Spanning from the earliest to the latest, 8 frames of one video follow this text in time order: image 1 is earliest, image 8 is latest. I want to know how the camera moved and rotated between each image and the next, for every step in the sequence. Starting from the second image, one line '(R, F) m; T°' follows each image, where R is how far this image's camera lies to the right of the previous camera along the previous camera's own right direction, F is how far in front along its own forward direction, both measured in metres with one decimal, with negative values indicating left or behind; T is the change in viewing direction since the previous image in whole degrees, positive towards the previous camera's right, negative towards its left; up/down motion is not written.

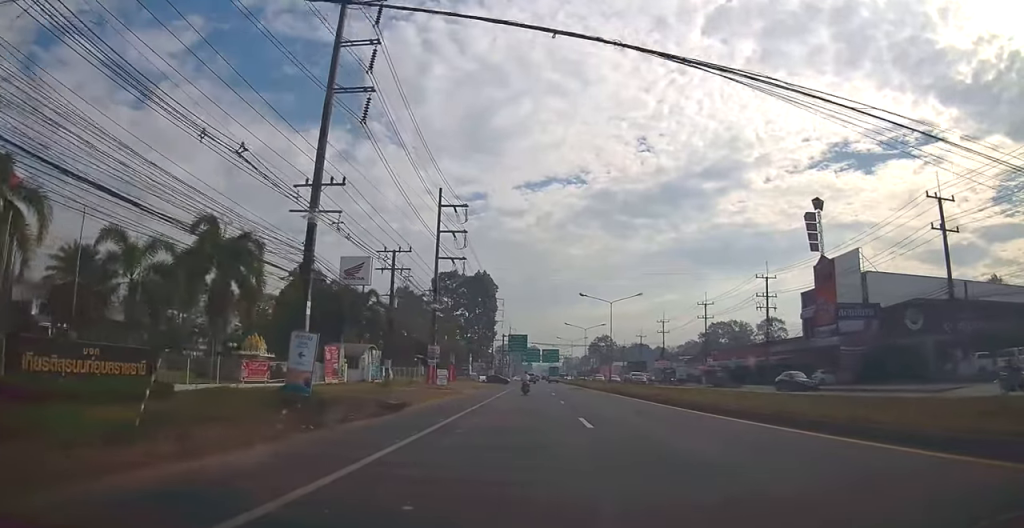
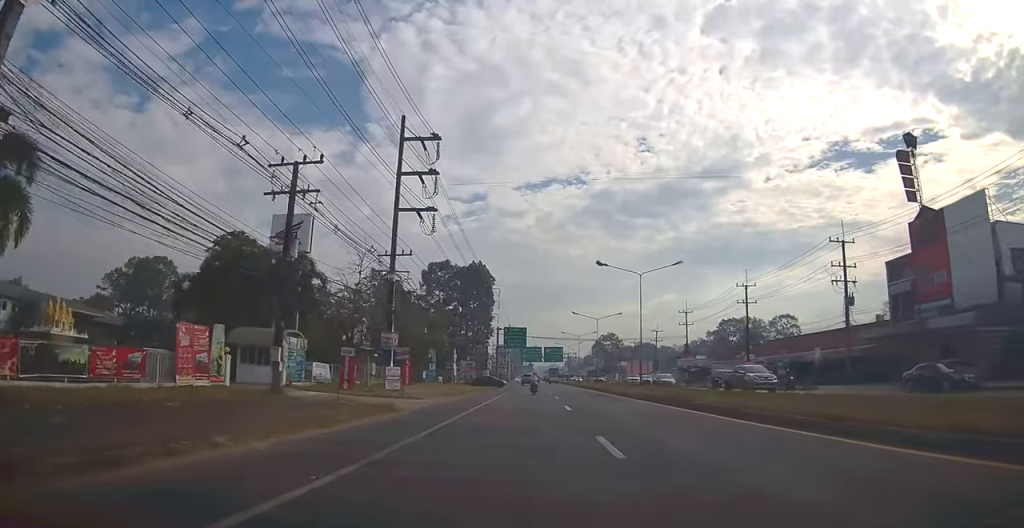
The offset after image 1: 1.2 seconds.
(0.0, +17.4) m; +1°
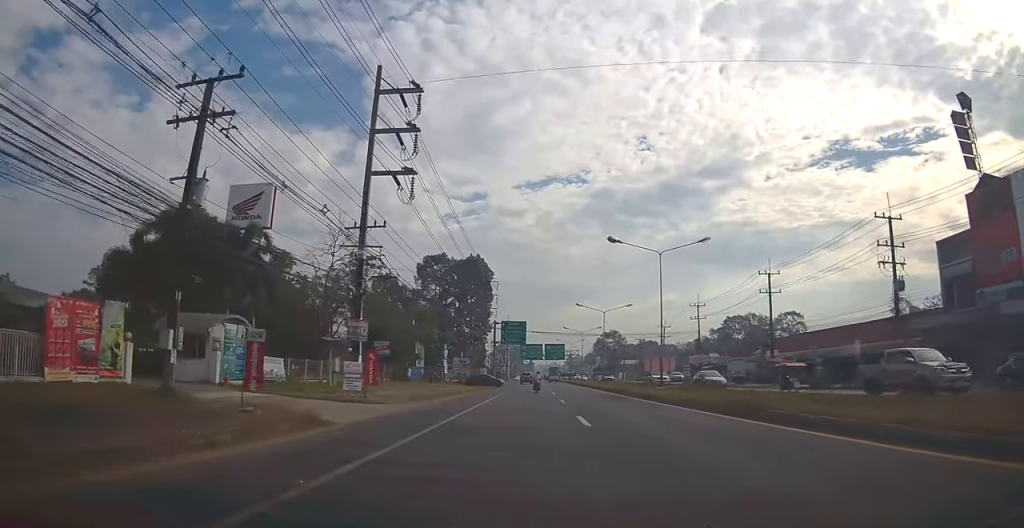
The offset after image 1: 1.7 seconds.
(+0.1, +7.3) m; 0°
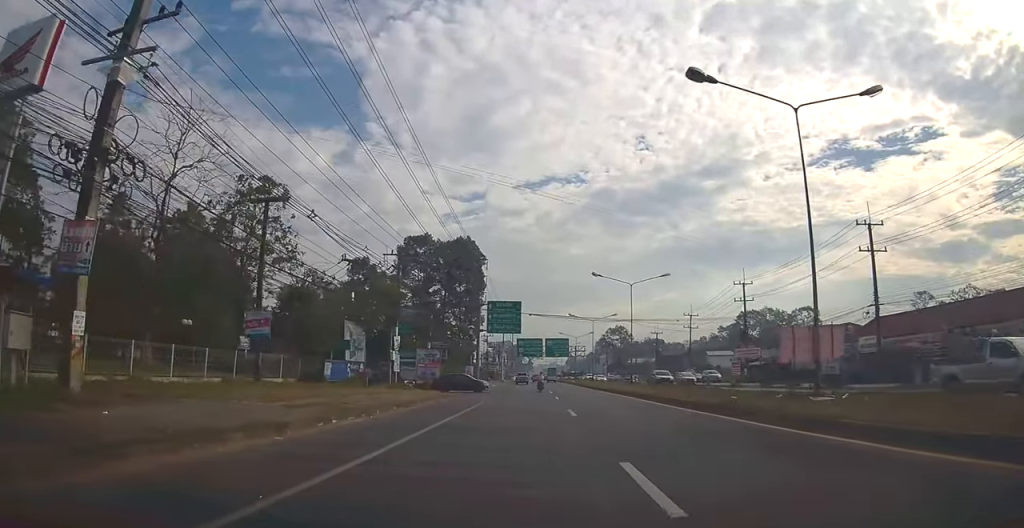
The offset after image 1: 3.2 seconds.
(+0.1, +21.6) m; -2°
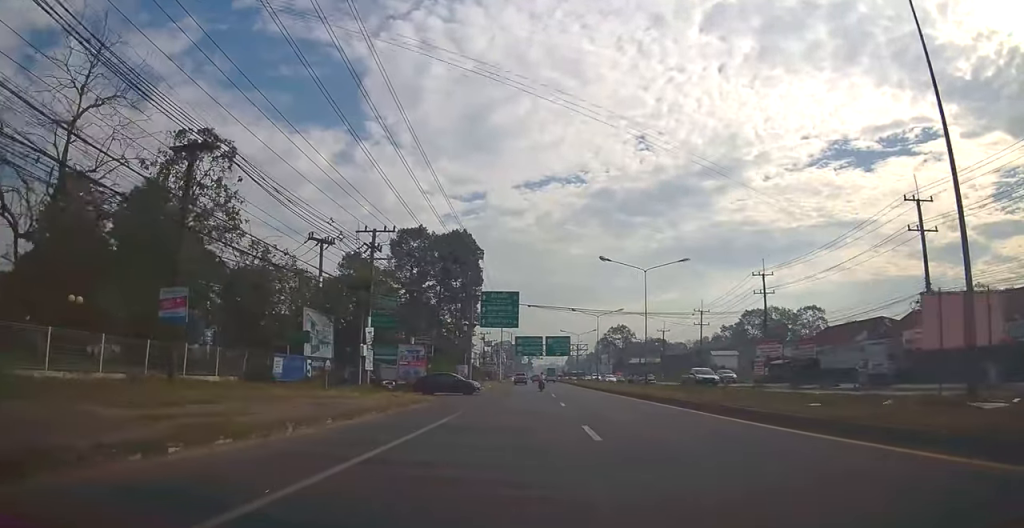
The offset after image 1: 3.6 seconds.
(-0.3, +6.6) m; -1°
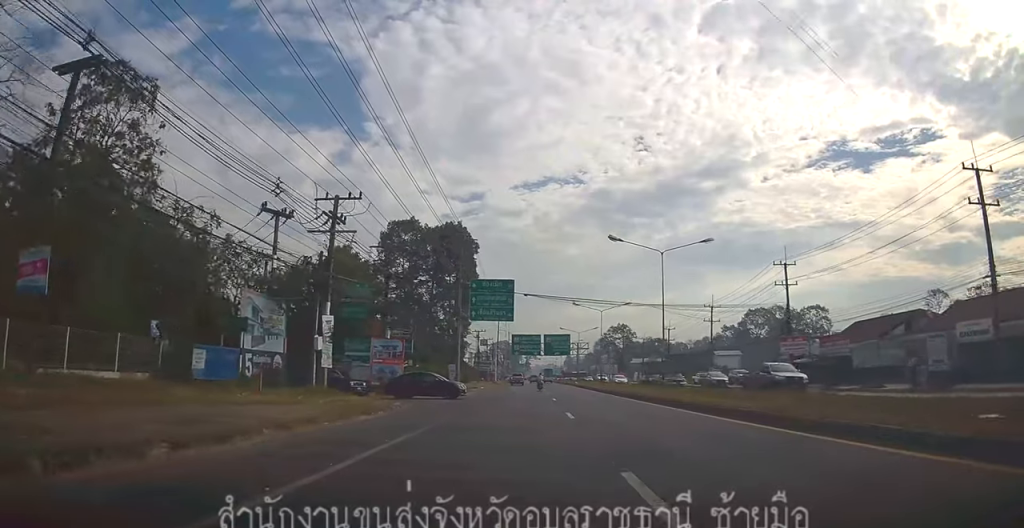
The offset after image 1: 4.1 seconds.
(-0.1, +6.6) m; -1°
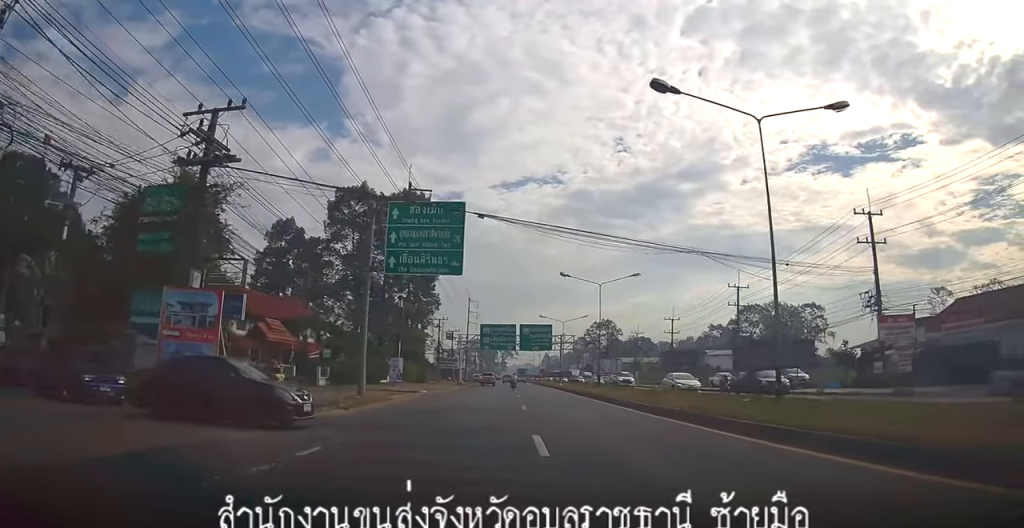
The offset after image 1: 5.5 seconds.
(+0.5, +19.6) m; +3°
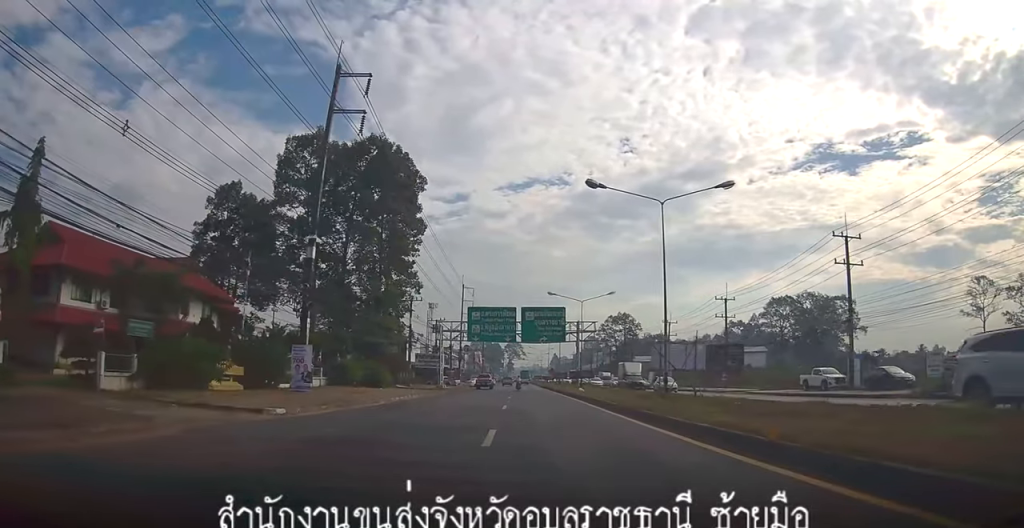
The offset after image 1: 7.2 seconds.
(0.0, +23.1) m; -1°
